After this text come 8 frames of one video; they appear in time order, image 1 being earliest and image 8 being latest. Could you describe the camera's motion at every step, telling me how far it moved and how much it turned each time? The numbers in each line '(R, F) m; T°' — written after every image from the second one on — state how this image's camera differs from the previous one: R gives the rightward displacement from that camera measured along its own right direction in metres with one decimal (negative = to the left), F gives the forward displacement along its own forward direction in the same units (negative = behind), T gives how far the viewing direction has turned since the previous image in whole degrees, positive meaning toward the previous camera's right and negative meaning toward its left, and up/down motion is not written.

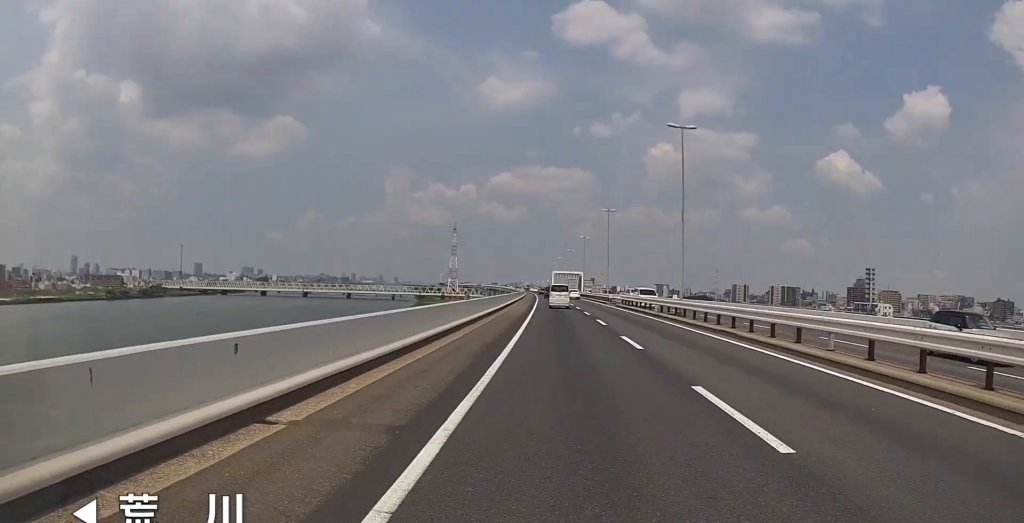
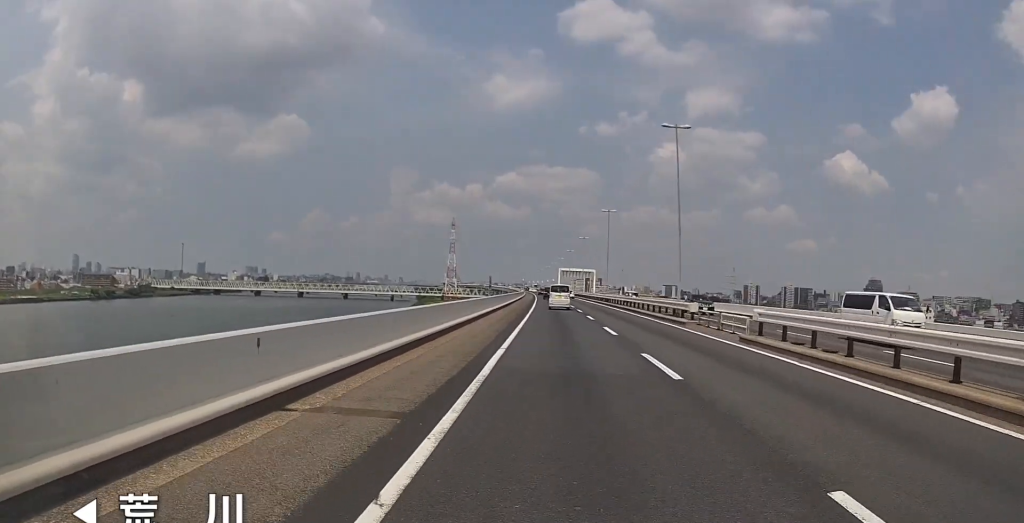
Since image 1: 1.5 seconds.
(0.0, +36.3) m; 0°
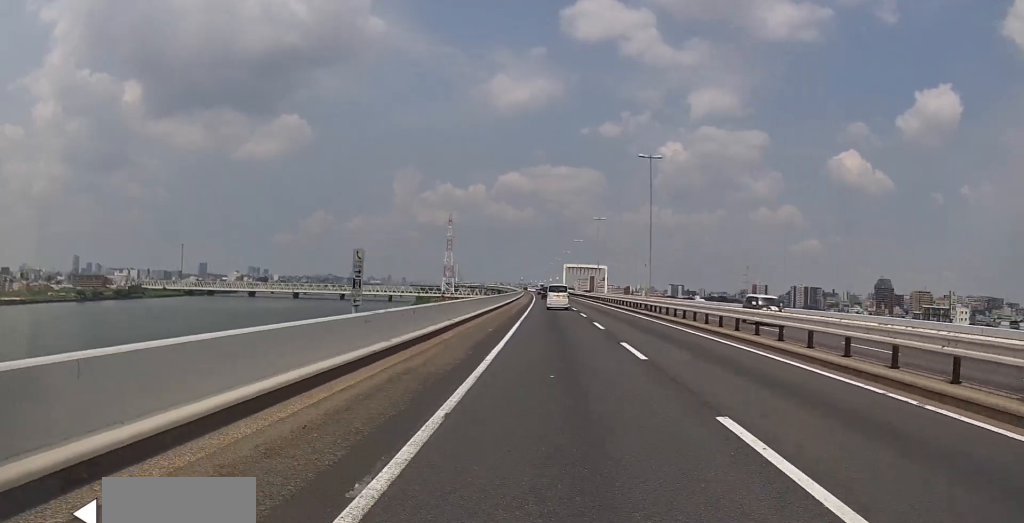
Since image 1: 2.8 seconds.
(+0.3, +28.4) m; +1°
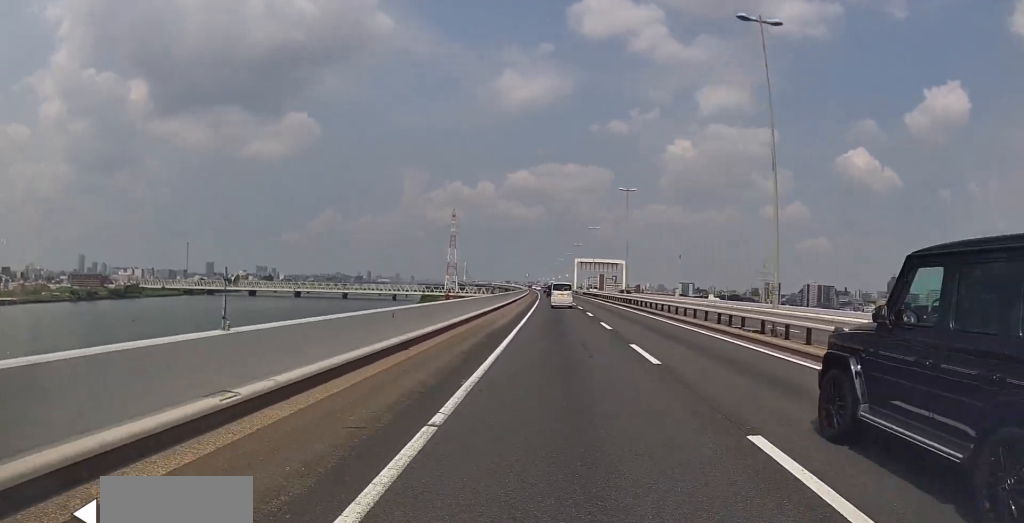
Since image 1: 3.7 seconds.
(+0.2, +21.8) m; -1°
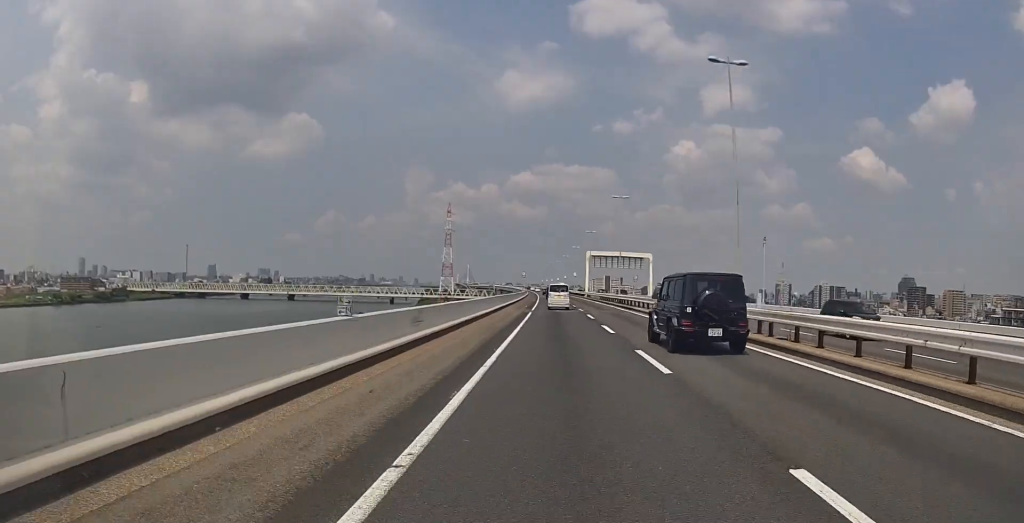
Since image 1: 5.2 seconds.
(-0.9, +31.9) m; -3°
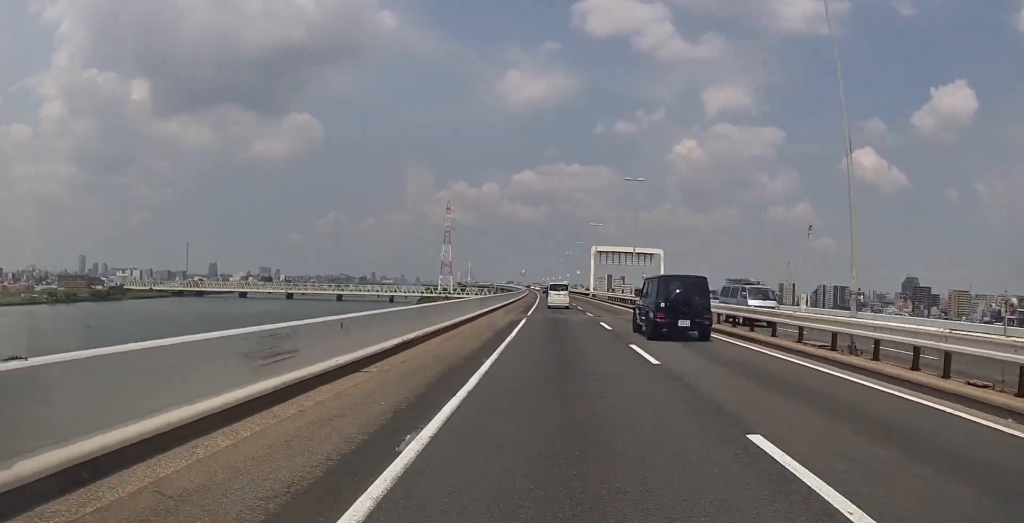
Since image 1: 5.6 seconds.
(+0.1, +8.8) m; -1°
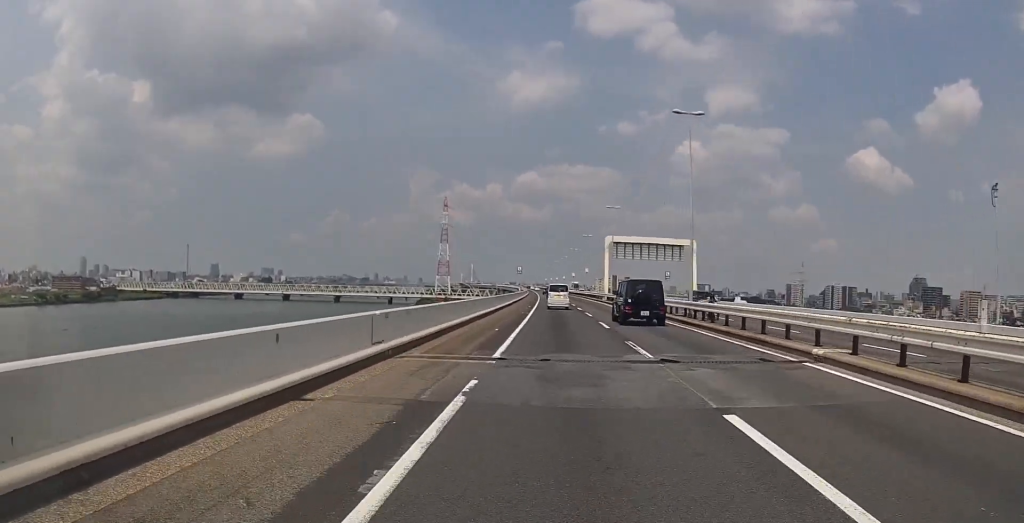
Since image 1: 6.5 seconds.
(-0.4, +19.7) m; -1°
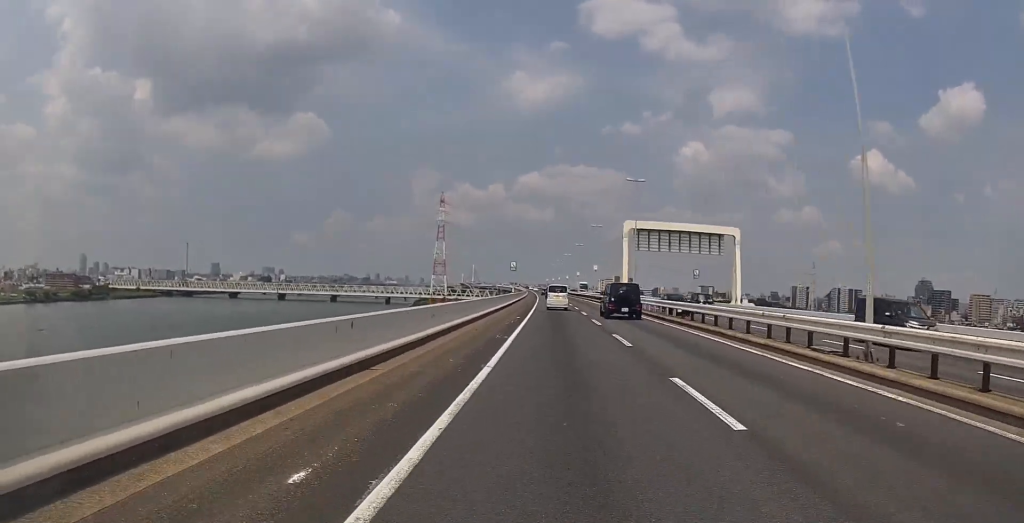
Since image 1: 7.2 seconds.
(0.0, +16.6) m; +2°
